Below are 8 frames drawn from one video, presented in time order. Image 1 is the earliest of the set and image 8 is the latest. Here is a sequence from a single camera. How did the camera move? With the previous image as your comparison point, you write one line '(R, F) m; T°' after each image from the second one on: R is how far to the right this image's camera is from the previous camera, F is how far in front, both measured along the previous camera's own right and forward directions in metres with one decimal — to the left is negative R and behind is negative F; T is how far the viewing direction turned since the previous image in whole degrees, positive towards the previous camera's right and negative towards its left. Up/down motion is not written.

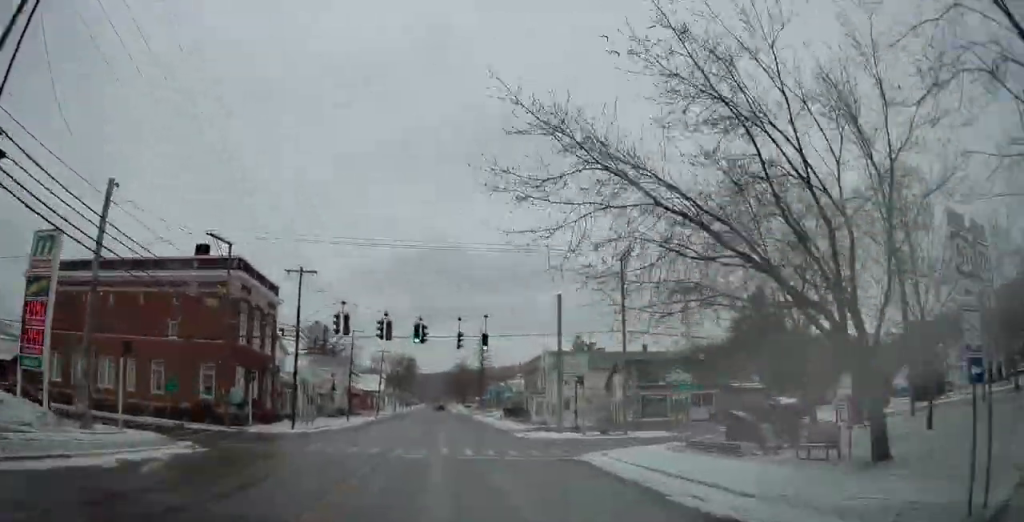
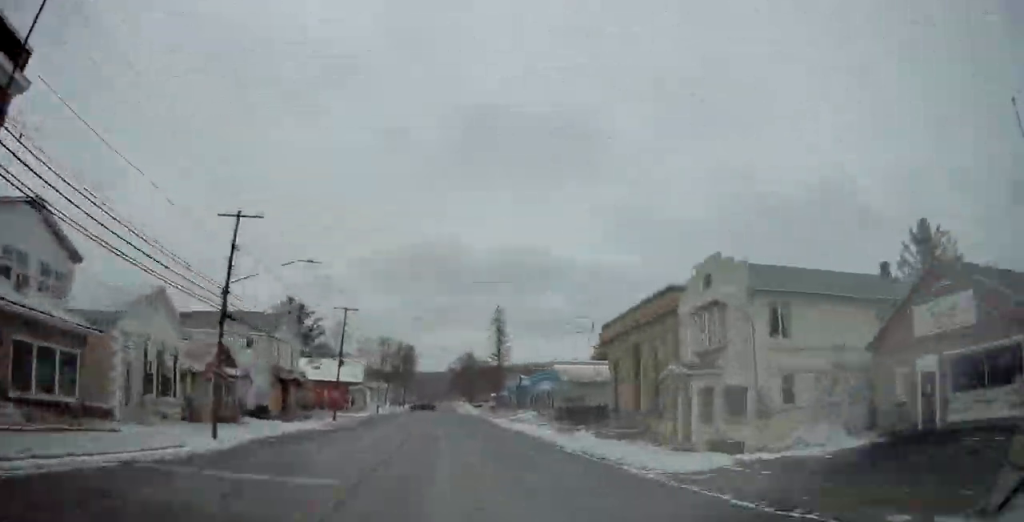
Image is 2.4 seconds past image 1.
(-0.2, +36.8) m; 0°
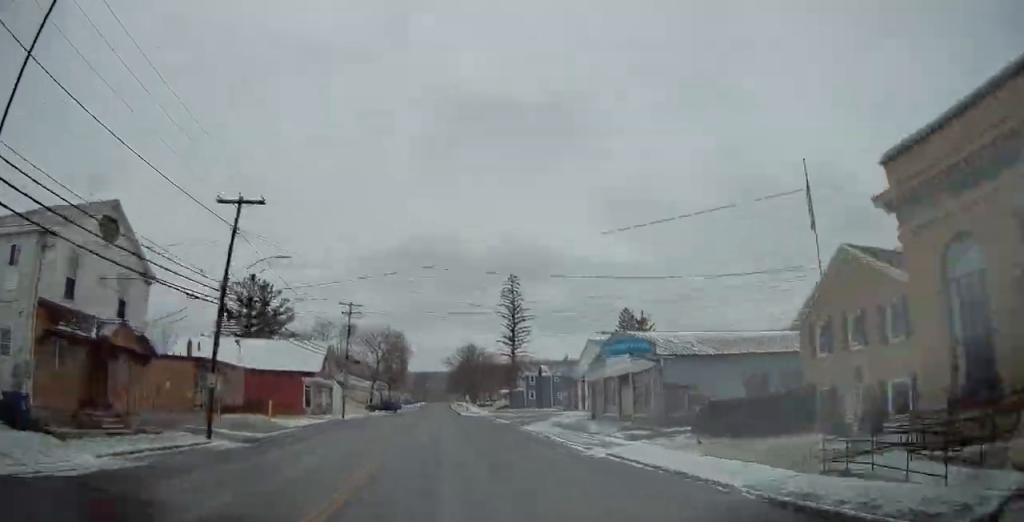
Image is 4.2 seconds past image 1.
(0.0, +27.5) m; 0°
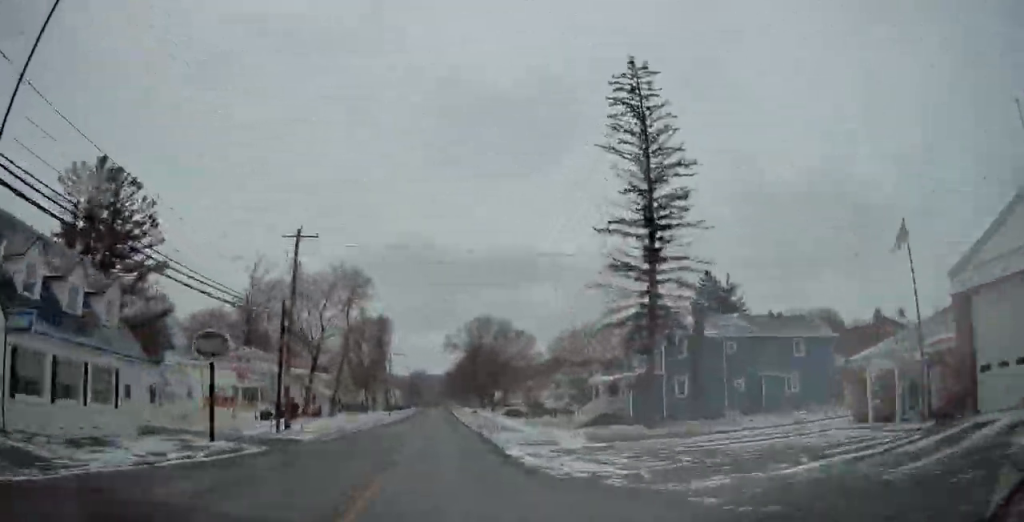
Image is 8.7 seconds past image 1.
(+0.6, +66.0) m; +1°
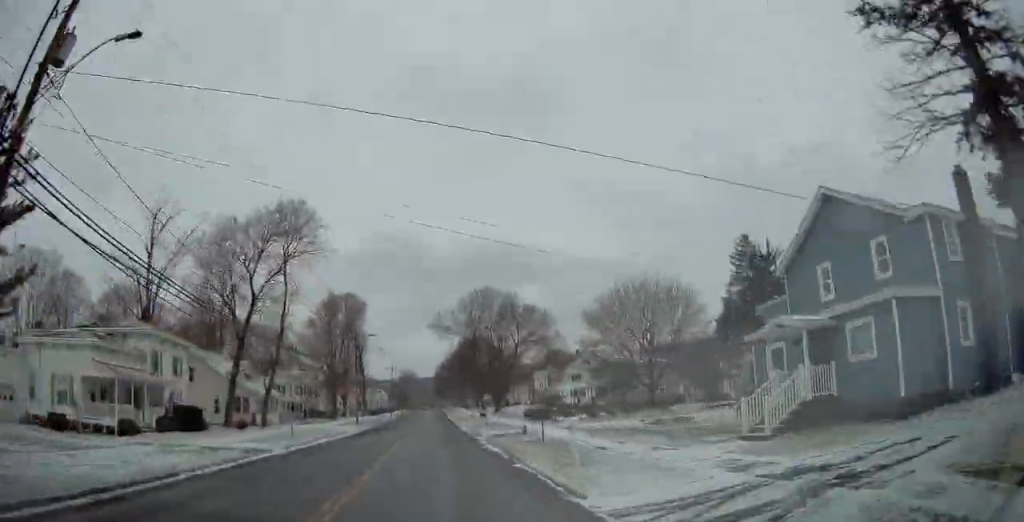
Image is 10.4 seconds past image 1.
(+0.3, +24.5) m; 0°
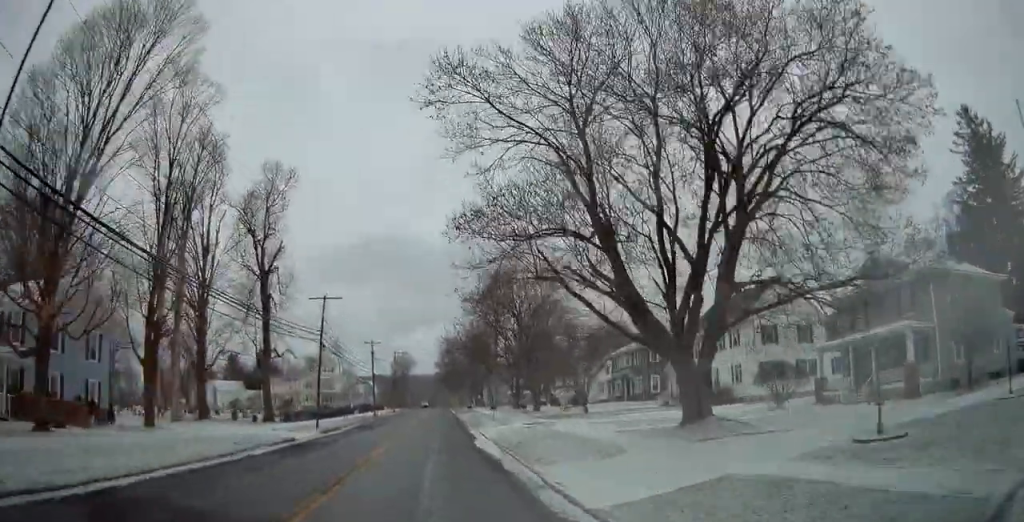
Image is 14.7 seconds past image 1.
(-0.3, +60.6) m; 0°
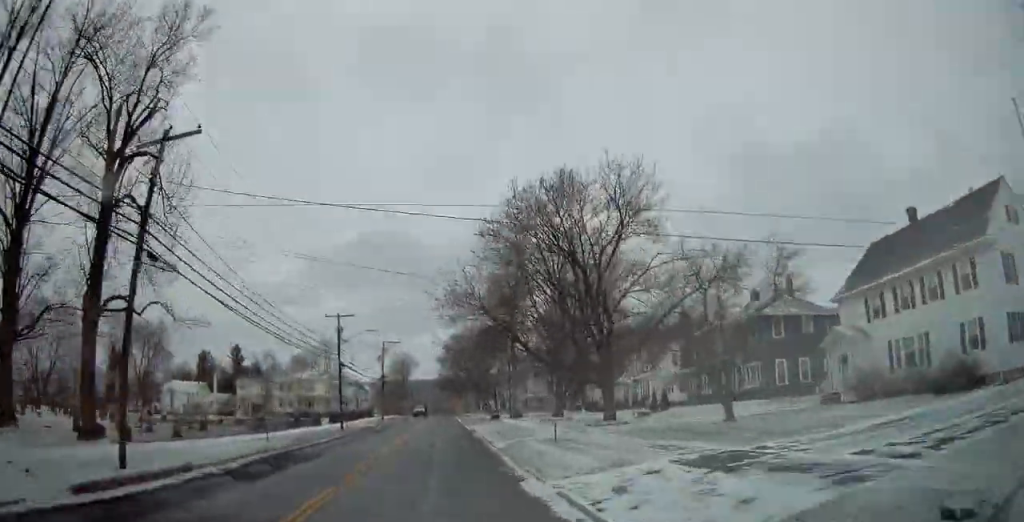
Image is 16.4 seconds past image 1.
(+0.2, +23.7) m; 0°
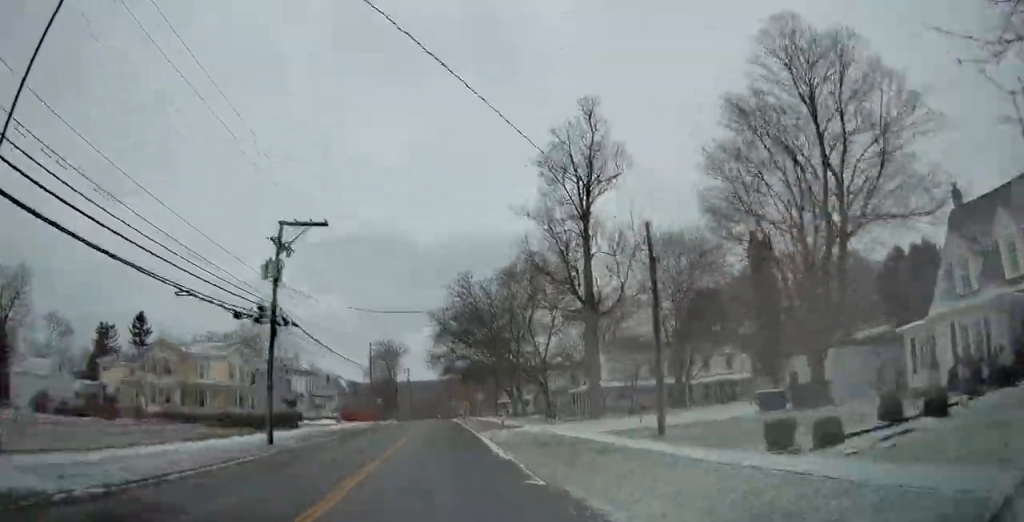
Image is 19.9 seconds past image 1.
(-0.6, +47.6) m; -1°
